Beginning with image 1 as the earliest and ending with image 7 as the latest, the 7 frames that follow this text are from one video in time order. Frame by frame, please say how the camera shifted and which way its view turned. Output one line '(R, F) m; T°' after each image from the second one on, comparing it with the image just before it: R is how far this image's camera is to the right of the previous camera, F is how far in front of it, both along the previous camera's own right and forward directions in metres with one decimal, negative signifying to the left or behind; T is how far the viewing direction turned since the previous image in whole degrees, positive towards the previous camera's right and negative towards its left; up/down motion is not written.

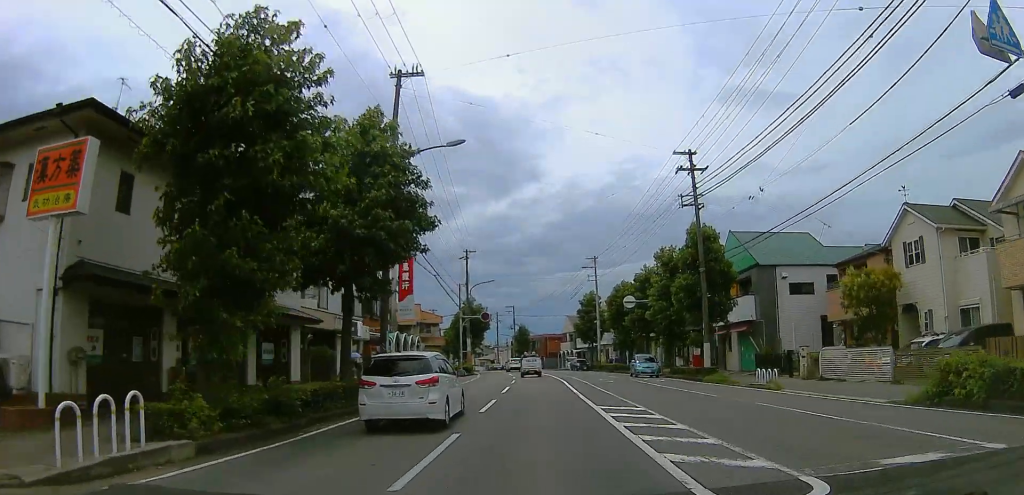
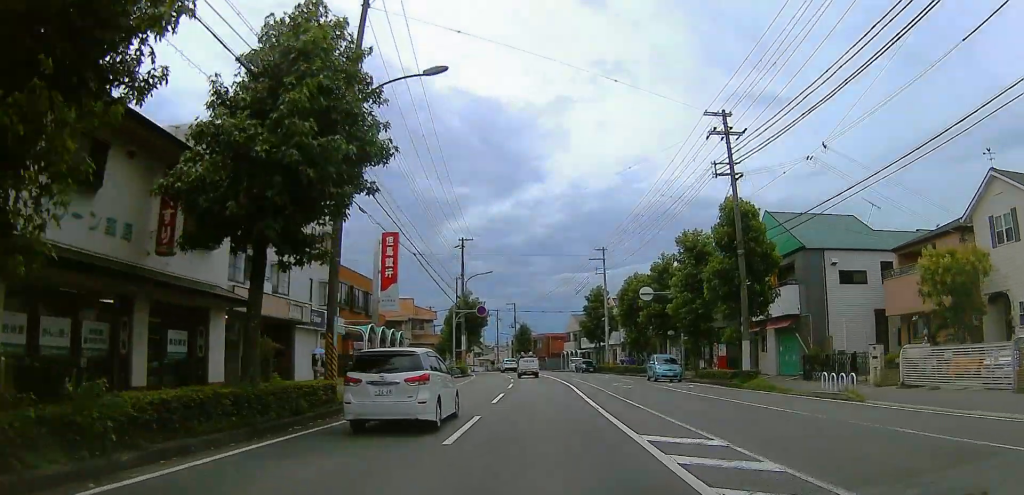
(-0.3, +6.2) m; 0°
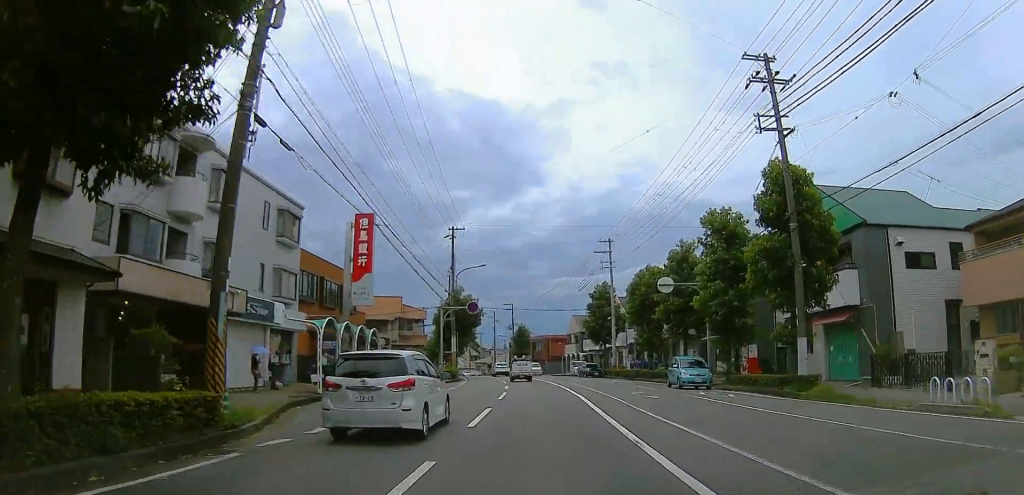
(+0.1, +6.3) m; +1°
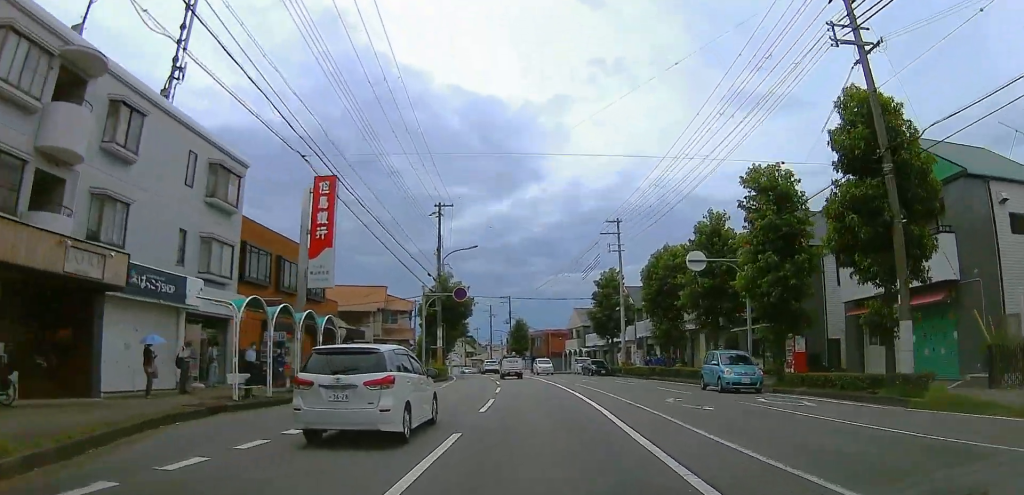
(+0.2, +6.8) m; +1°
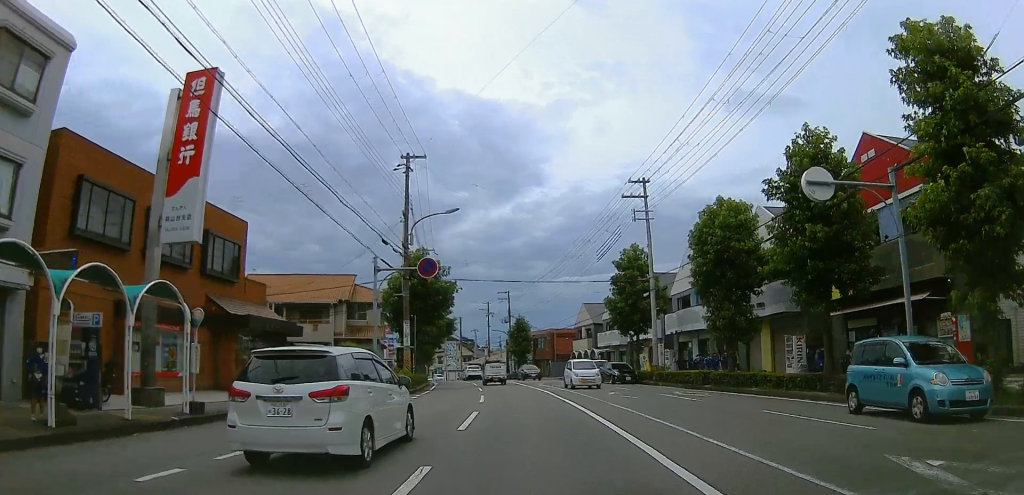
(+0.1, +12.1) m; -1°
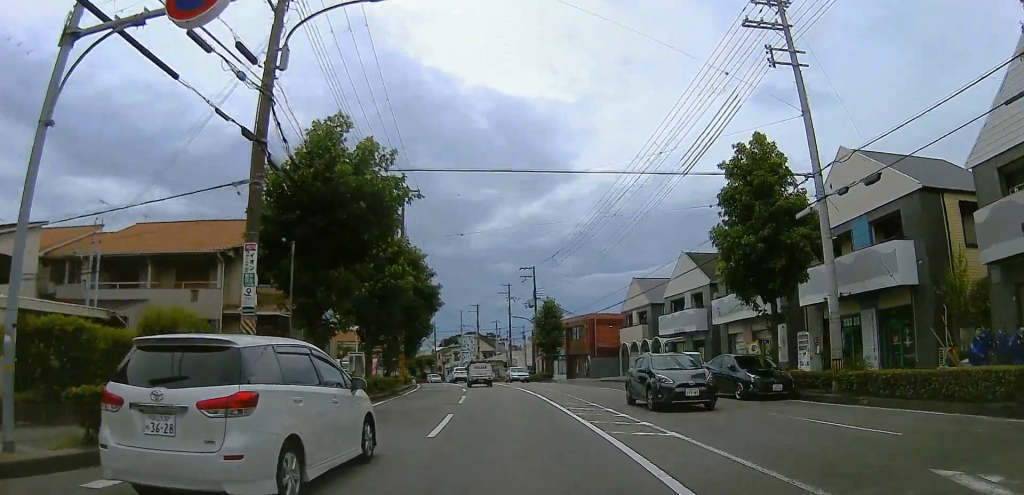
(-0.5, +20.6) m; -1°
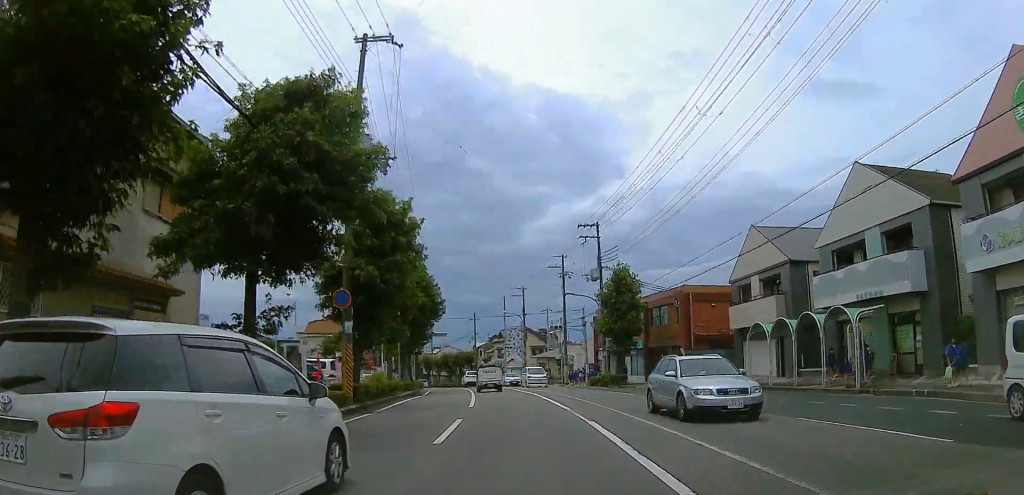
(-0.2, +21.2) m; -5°
